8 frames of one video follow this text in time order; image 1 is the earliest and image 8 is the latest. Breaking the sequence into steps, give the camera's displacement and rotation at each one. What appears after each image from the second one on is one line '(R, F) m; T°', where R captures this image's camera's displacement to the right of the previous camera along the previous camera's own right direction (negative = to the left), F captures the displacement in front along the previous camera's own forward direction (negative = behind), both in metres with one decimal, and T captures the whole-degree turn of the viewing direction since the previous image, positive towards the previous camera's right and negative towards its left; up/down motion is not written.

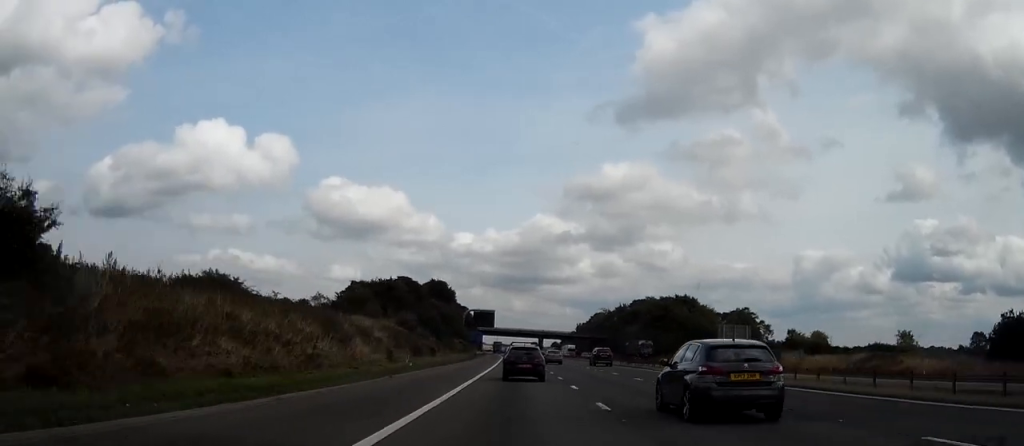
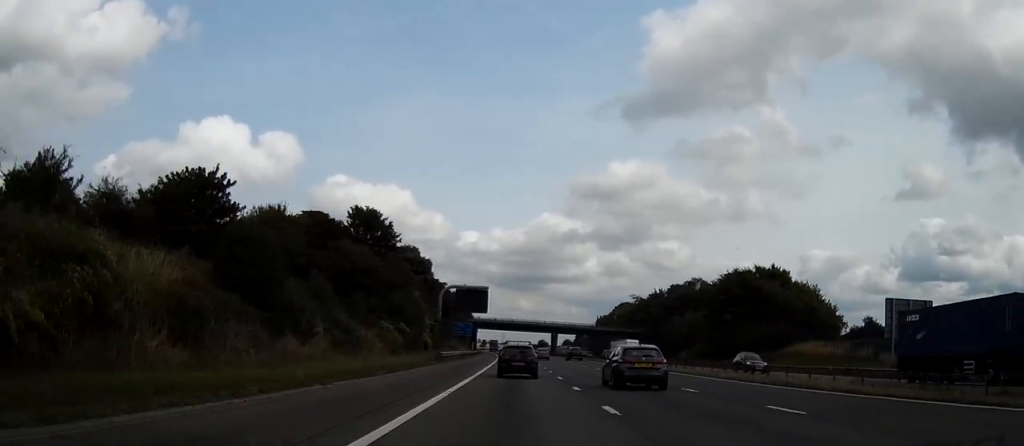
(-0.6, +54.1) m; -1°
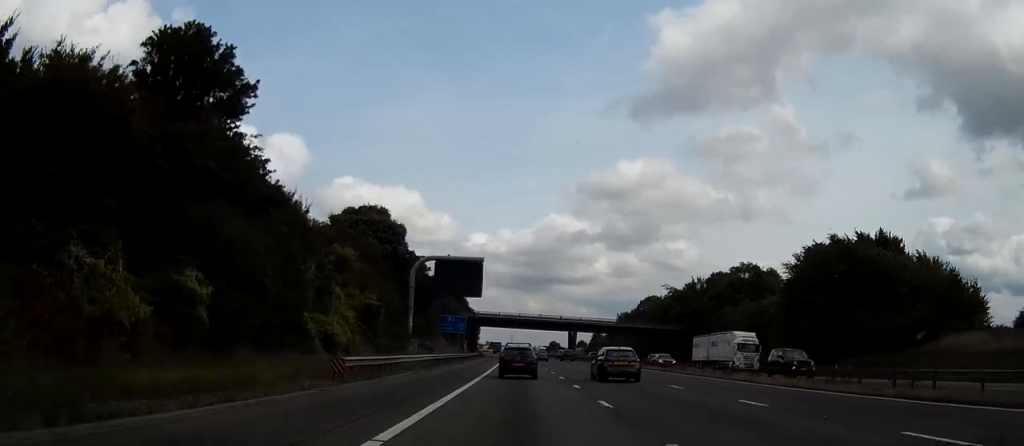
(-0.1, +32.8) m; 0°
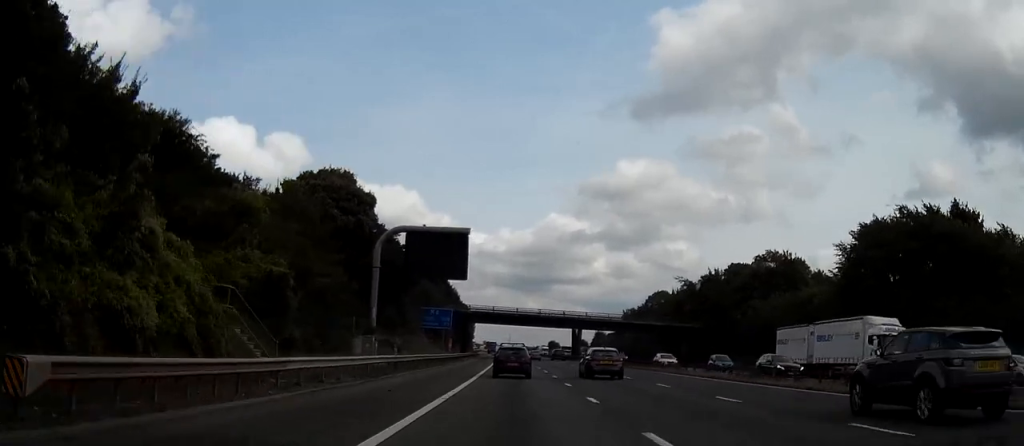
(0.0, +16.0) m; 0°
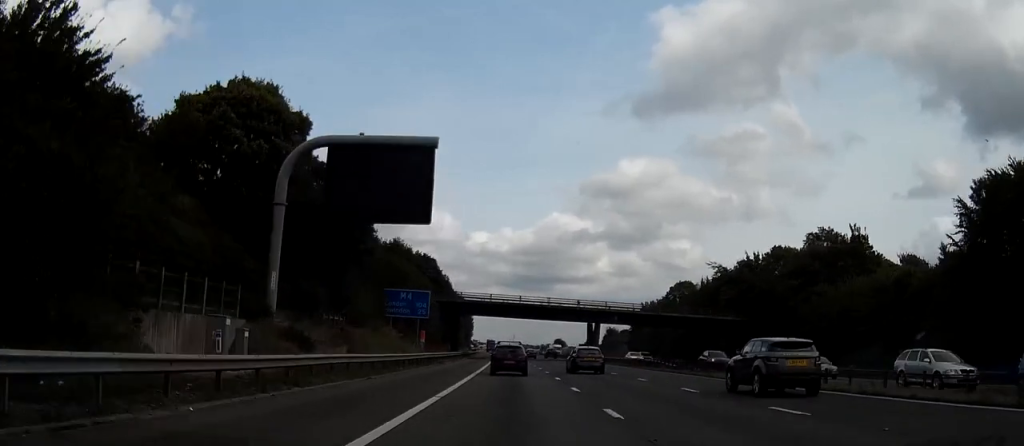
(0.0, +22.2) m; -1°
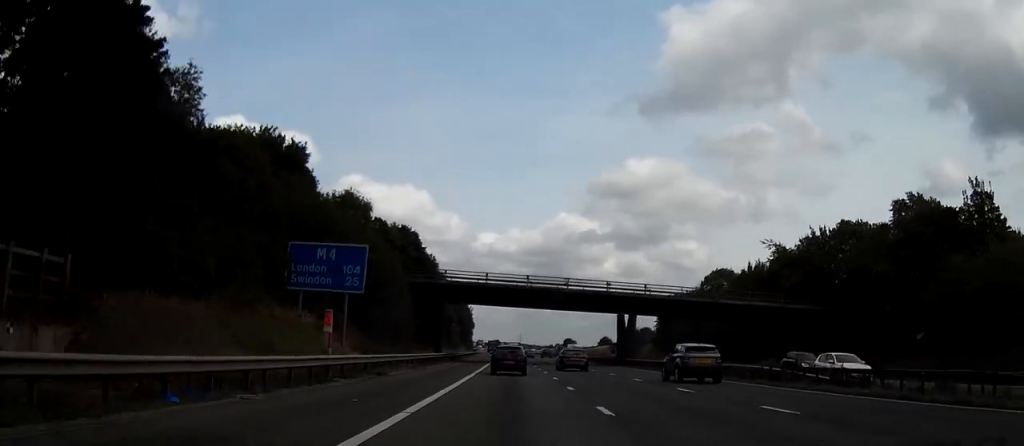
(-0.3, +25.8) m; -1°
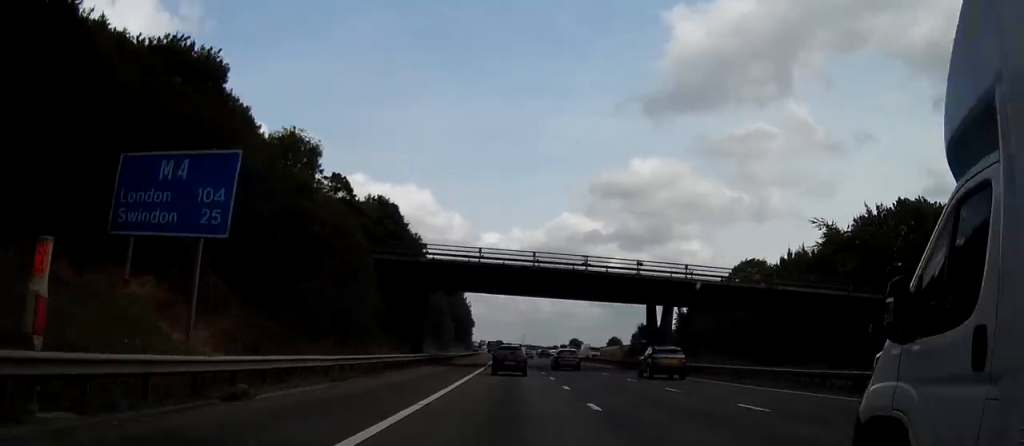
(0.0, +16.0) m; 0°
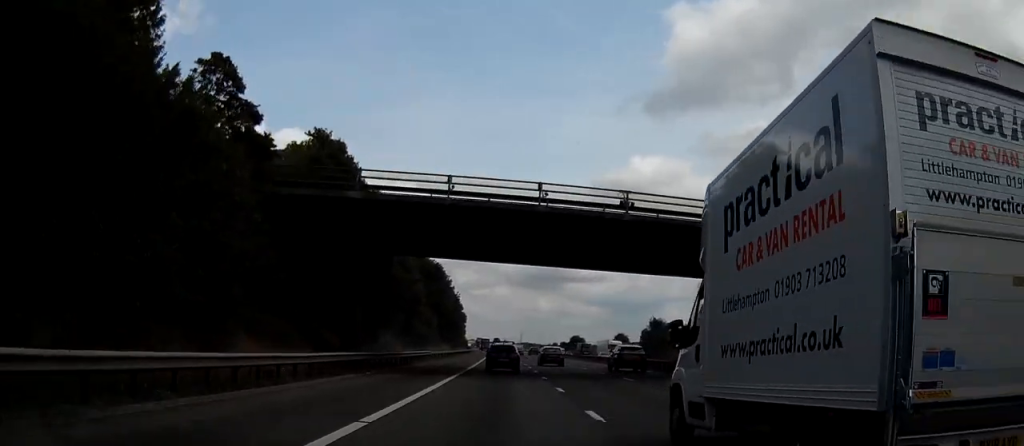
(0.0, +20.5) m; 0°
